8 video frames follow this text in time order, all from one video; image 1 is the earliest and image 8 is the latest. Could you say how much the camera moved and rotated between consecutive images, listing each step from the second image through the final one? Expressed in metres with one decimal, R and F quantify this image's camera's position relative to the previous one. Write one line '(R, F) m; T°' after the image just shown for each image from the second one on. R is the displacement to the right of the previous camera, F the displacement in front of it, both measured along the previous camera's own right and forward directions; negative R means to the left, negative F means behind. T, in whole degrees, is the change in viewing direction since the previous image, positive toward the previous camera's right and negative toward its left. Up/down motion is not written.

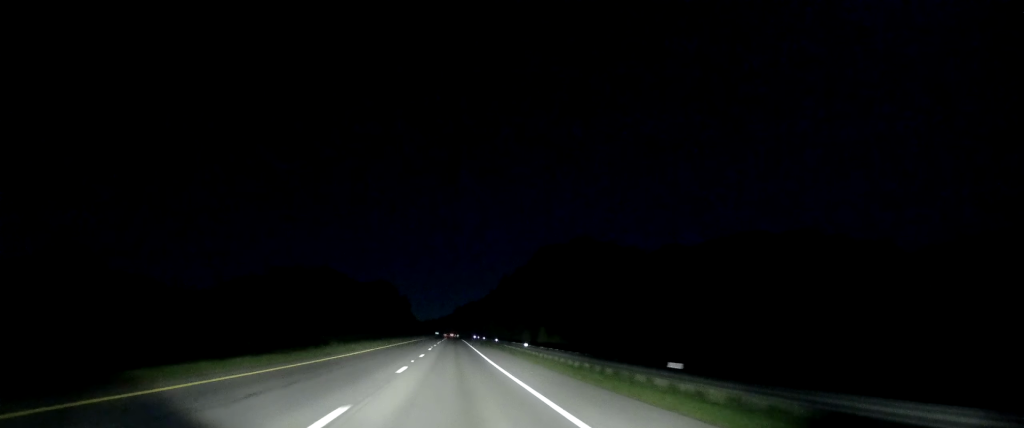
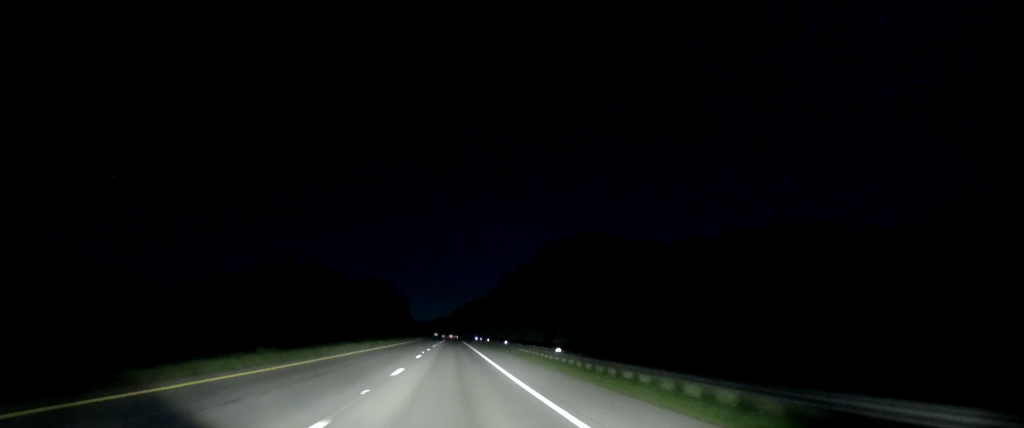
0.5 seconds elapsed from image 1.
(0.0, +13.9) m; 0°
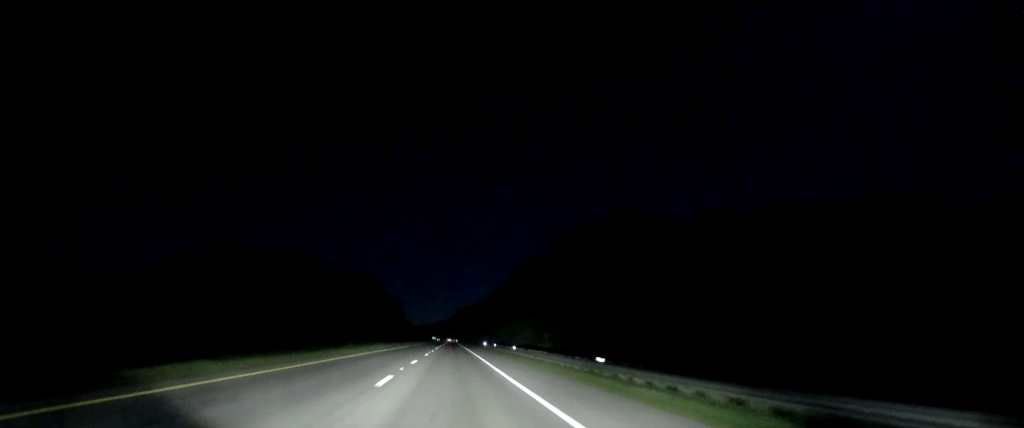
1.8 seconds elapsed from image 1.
(+0.4, +39.5) m; 0°
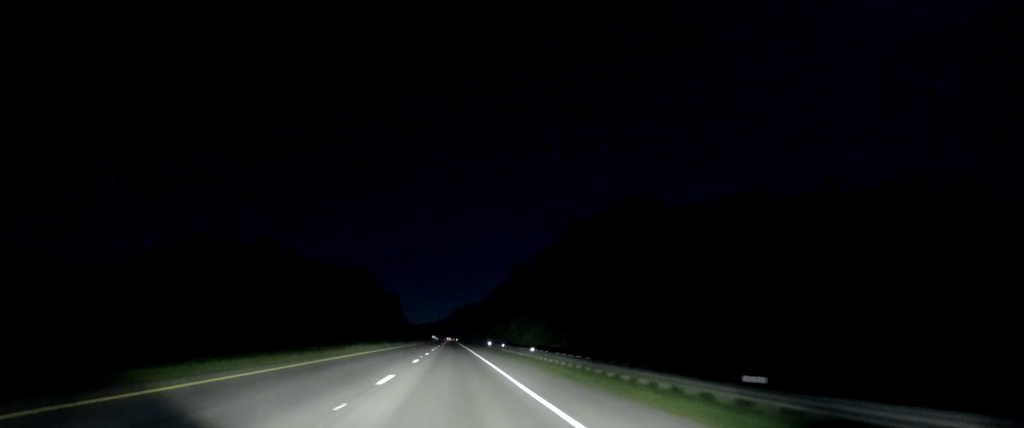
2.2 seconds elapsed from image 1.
(+0.1, +11.8) m; 0°
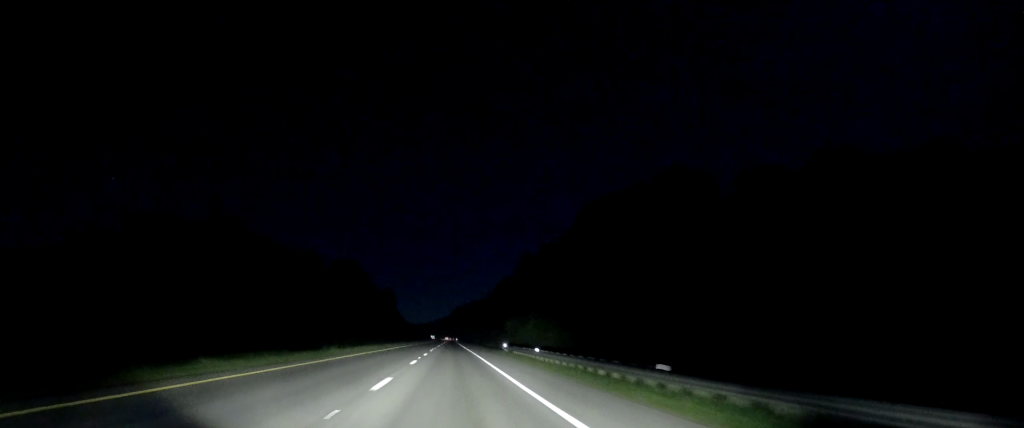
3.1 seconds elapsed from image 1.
(-0.5, +25.2) m; -1°
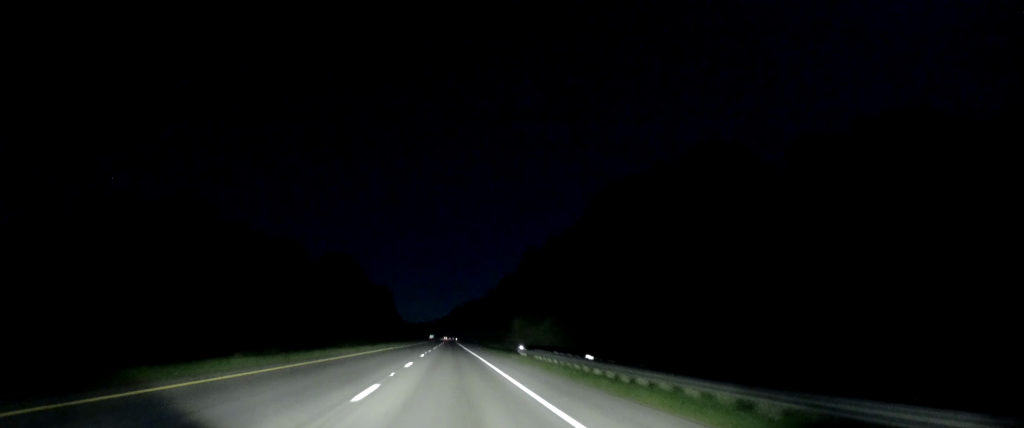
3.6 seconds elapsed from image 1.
(0.0, +14.6) m; 0°
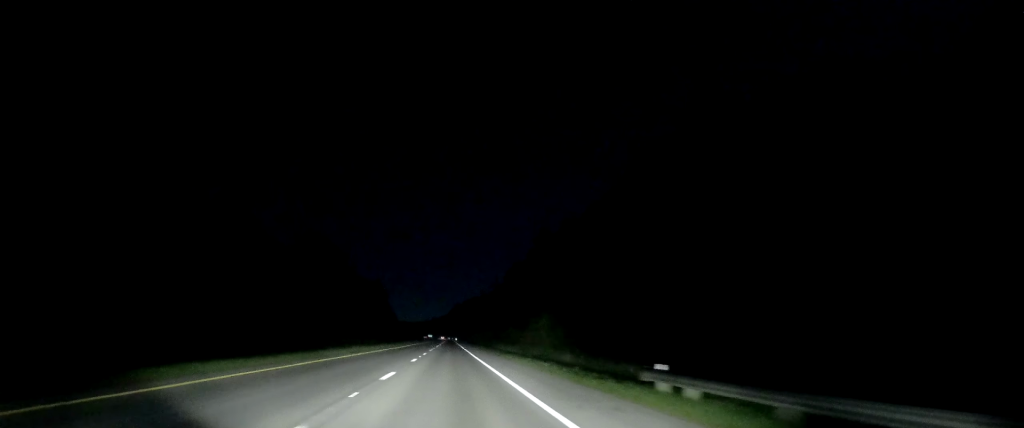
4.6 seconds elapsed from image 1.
(+0.4, +31.1) m; +1°
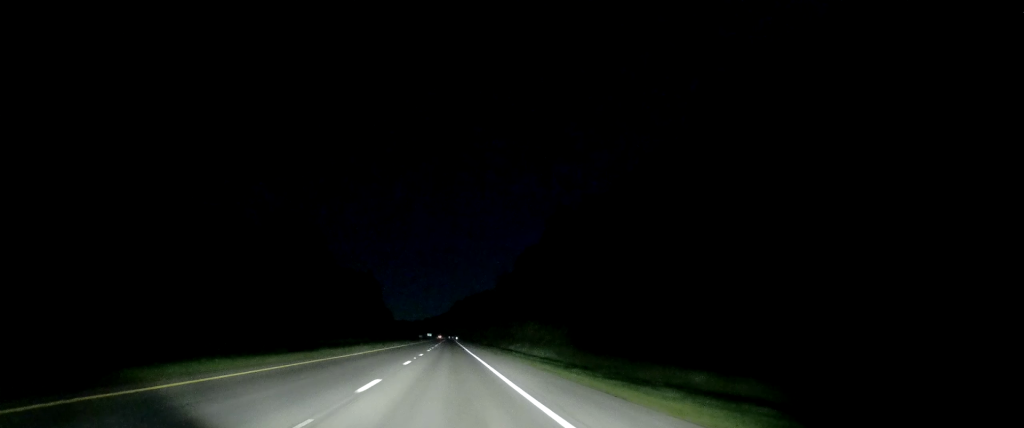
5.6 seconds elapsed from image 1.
(+0.1, +28.3) m; 0°
